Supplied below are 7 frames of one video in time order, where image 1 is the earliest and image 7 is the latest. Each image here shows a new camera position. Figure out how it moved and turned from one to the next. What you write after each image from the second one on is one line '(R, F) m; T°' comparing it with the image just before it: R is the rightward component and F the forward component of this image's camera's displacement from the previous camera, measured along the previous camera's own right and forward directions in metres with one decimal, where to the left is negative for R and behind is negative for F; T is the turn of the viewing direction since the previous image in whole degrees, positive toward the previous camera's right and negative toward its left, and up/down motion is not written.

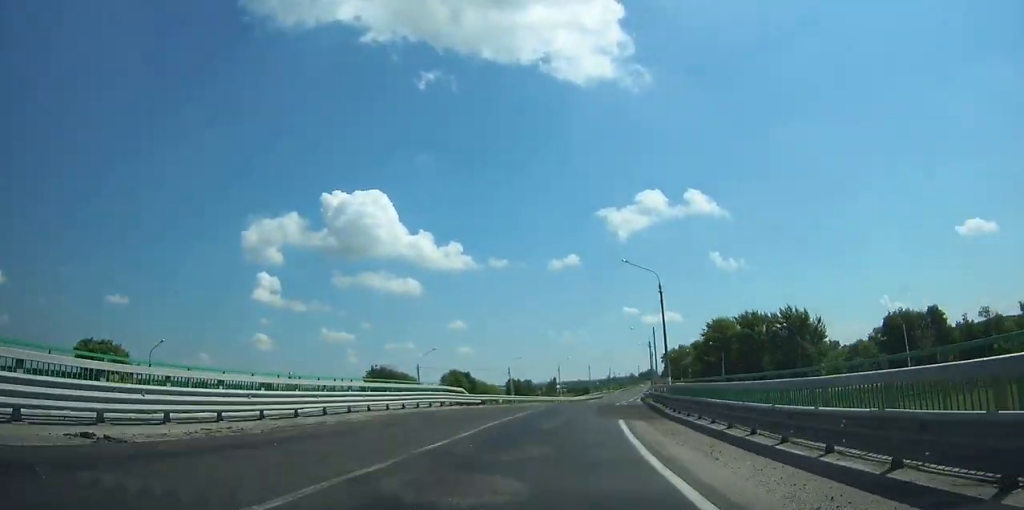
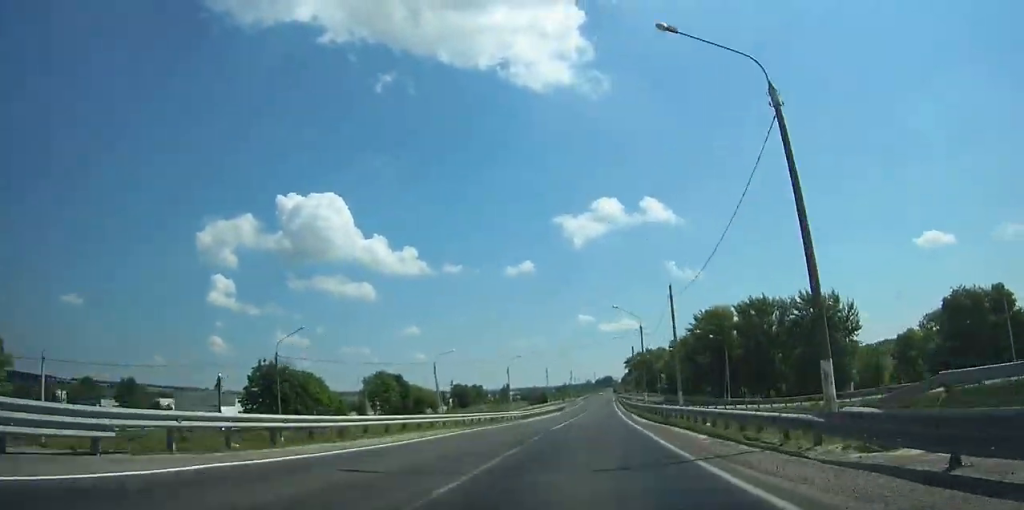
(+3.0, +33.8) m; +6°
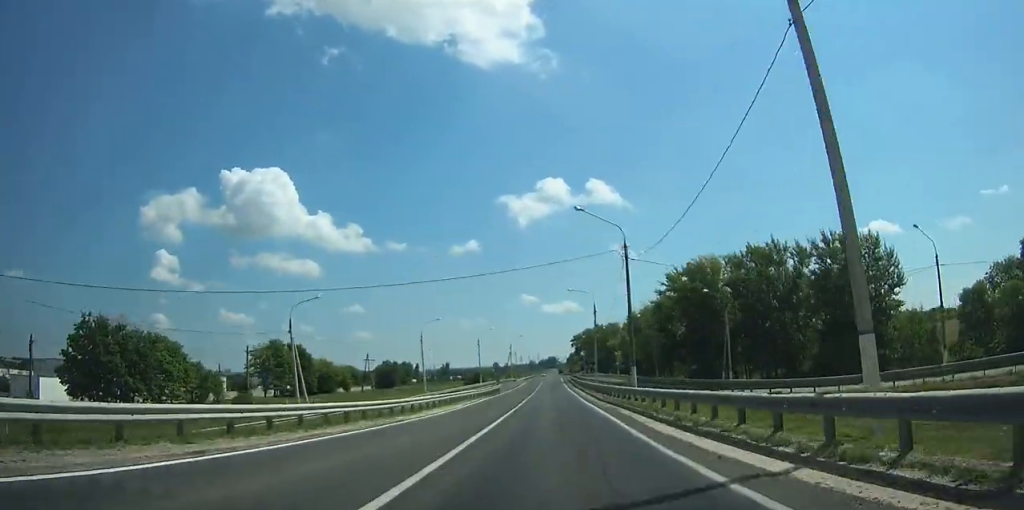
(+1.3, +29.4) m; +3°
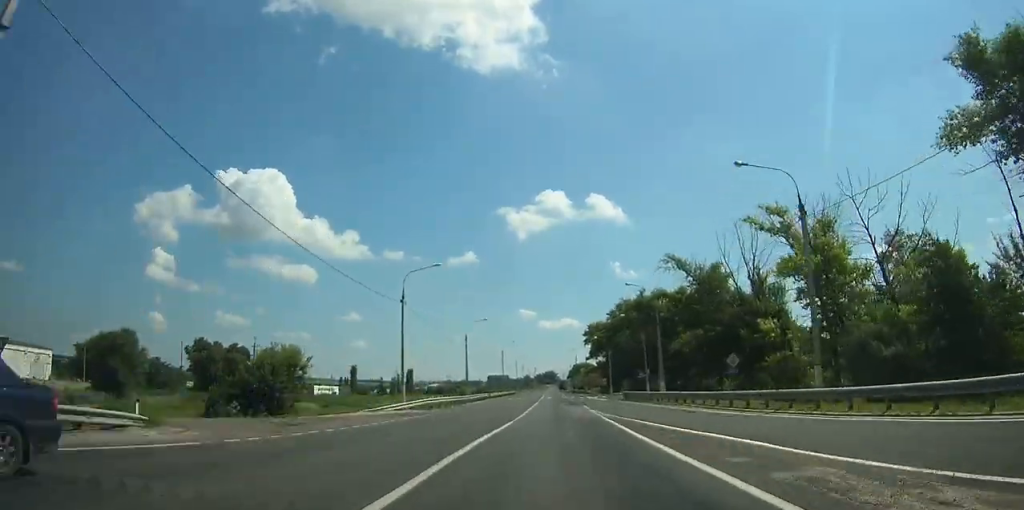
(+2.6, +127.0) m; +1°
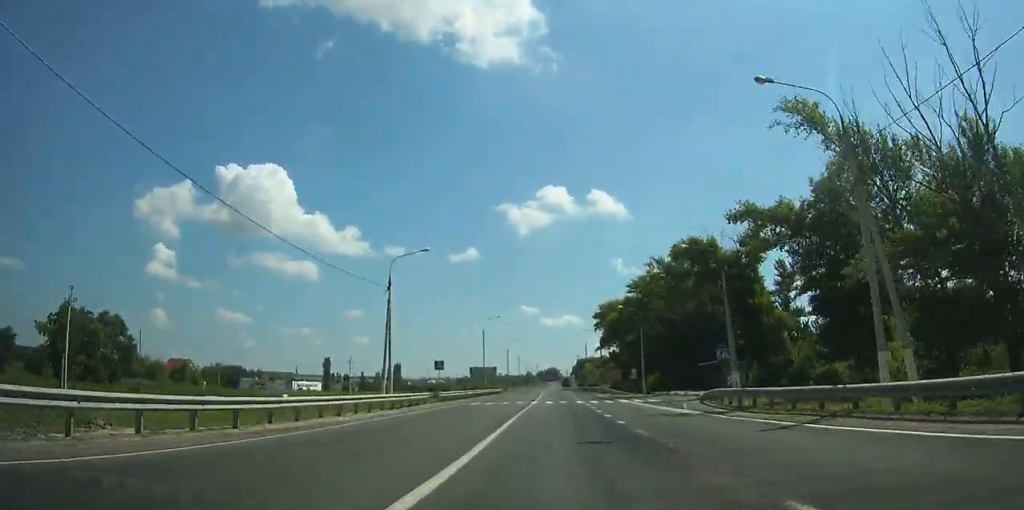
(-0.1, +39.2) m; 0°
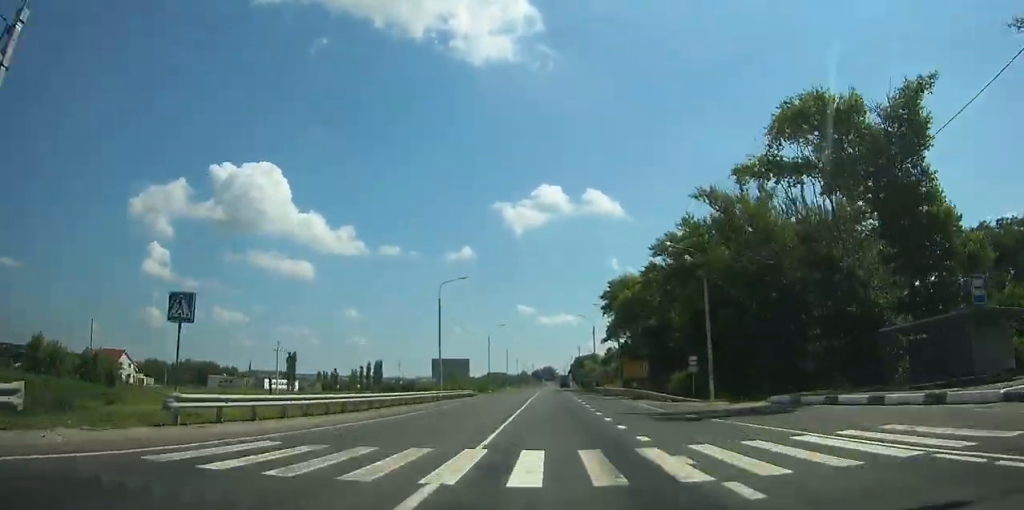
(0.0, +33.3) m; 0°
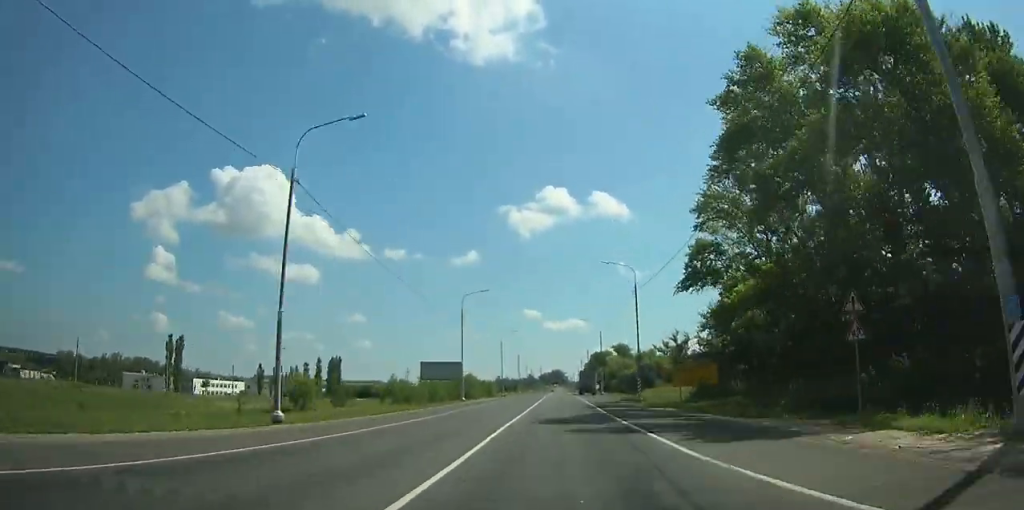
(+0.8, +78.7) m; -1°
